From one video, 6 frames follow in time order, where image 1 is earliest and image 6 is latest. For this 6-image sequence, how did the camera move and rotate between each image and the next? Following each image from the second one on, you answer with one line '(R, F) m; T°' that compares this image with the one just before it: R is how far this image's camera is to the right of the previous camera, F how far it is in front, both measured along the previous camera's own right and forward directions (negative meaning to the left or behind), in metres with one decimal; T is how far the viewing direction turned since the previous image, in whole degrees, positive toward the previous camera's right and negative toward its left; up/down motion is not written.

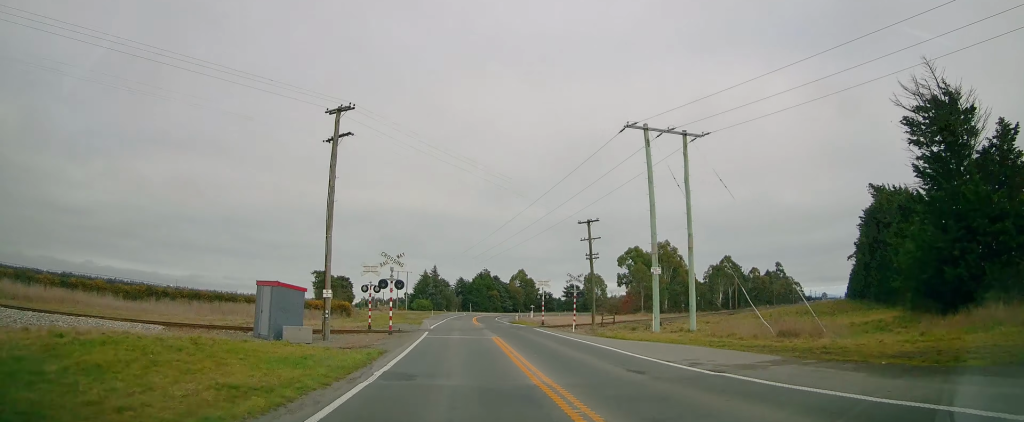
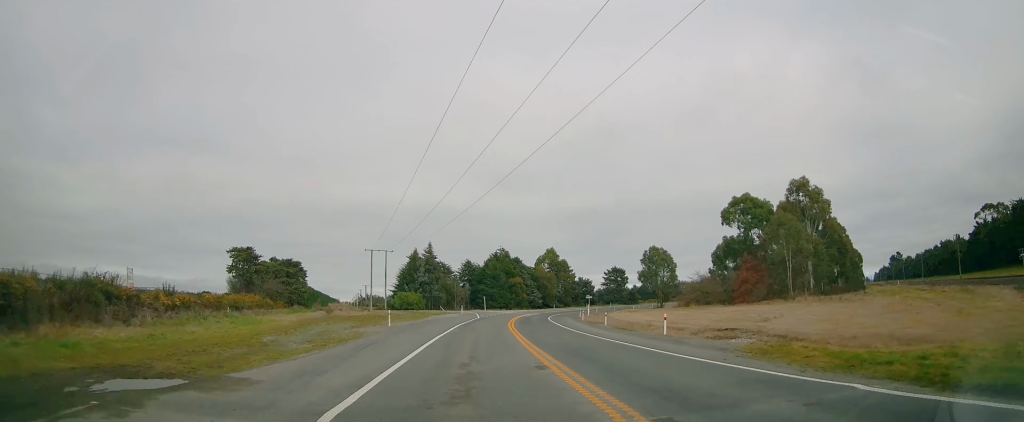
(-2.1, +63.0) m; -2°
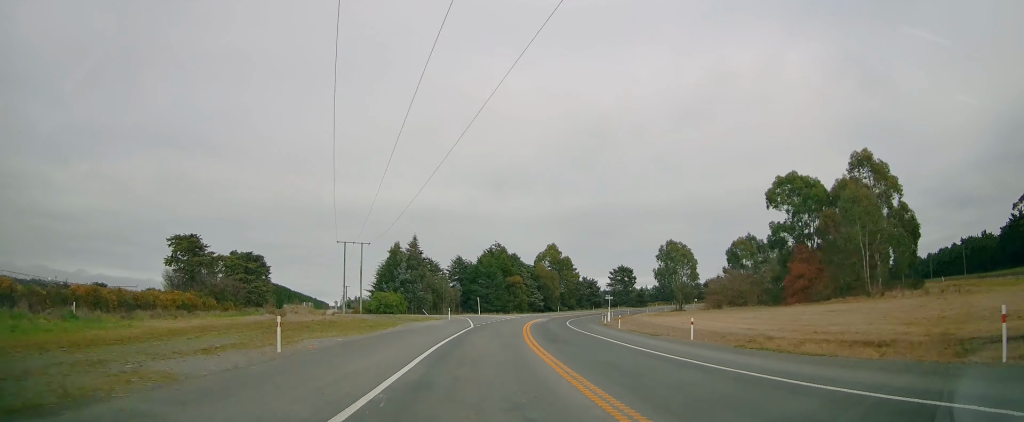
(-0.8, +18.6) m; 0°
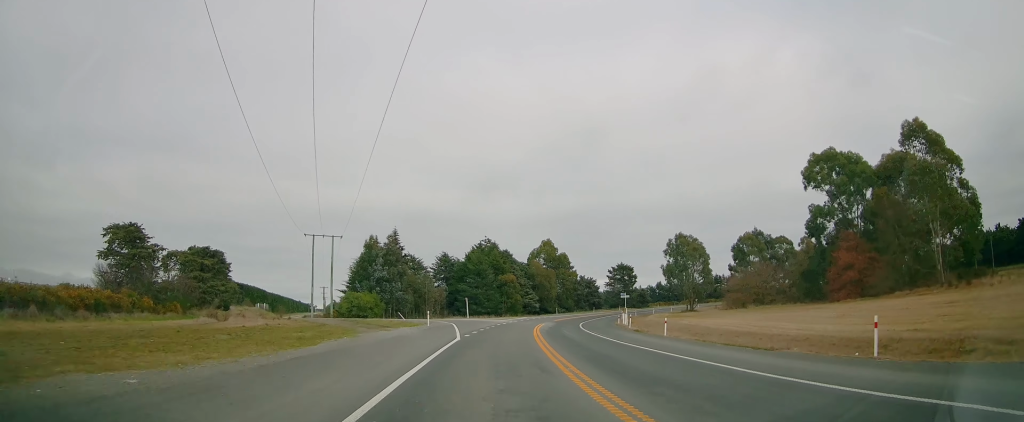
(+0.2, +13.2) m; +2°
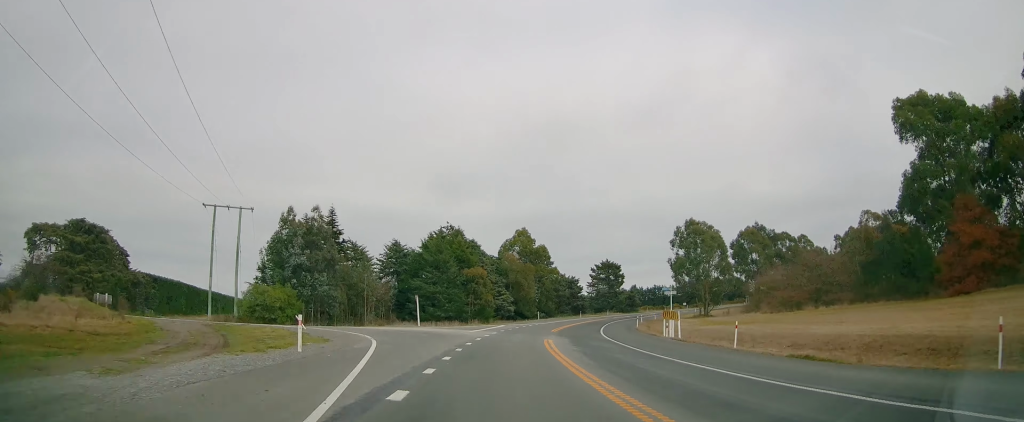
(+1.0, +24.1) m; +4°
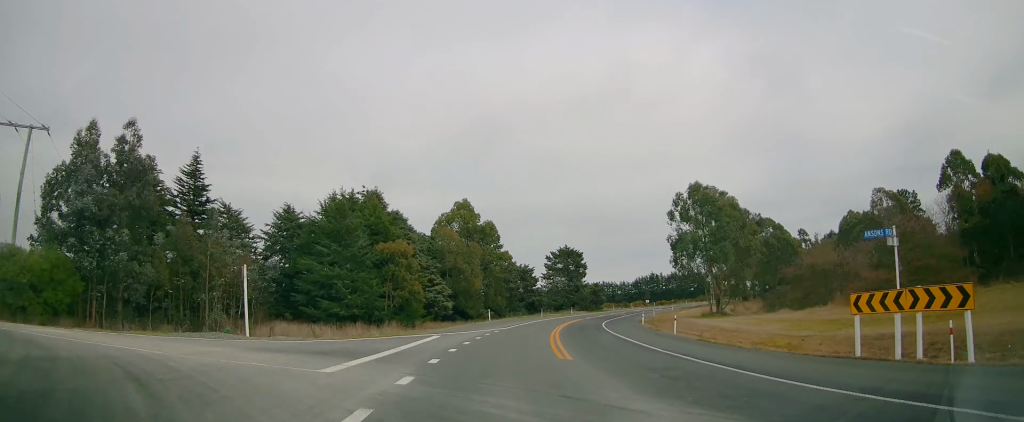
(+0.8, +26.5) m; +5°
